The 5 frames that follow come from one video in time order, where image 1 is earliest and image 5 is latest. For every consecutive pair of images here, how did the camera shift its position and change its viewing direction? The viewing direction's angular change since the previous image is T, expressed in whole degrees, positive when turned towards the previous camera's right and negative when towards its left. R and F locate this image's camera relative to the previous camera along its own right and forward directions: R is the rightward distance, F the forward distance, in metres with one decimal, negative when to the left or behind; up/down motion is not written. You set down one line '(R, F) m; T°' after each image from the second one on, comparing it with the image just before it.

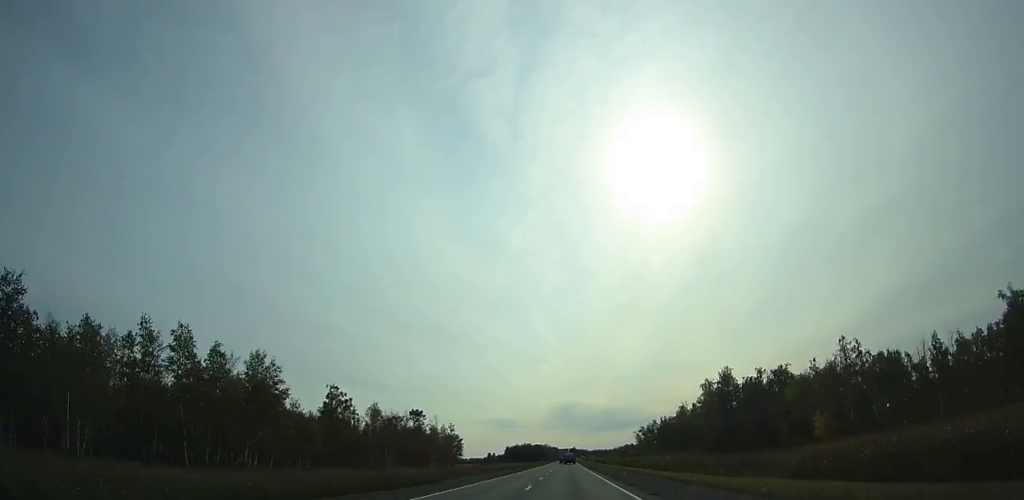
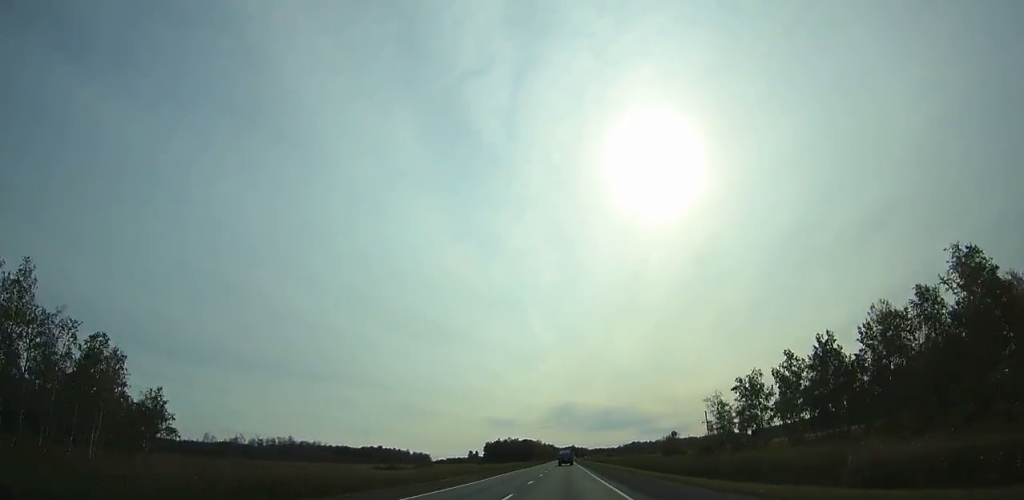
(0.0, +127.4) m; 0°
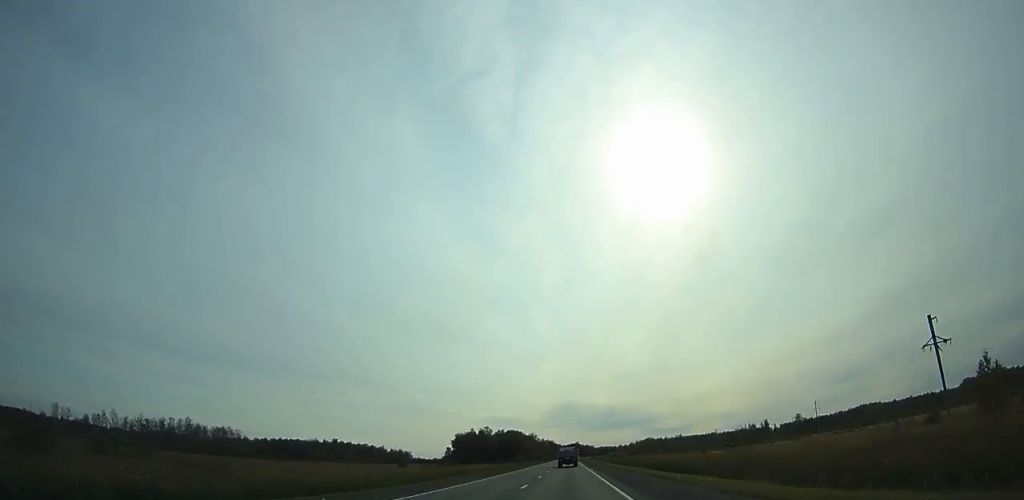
(-0.2, +124.9) m; 0°
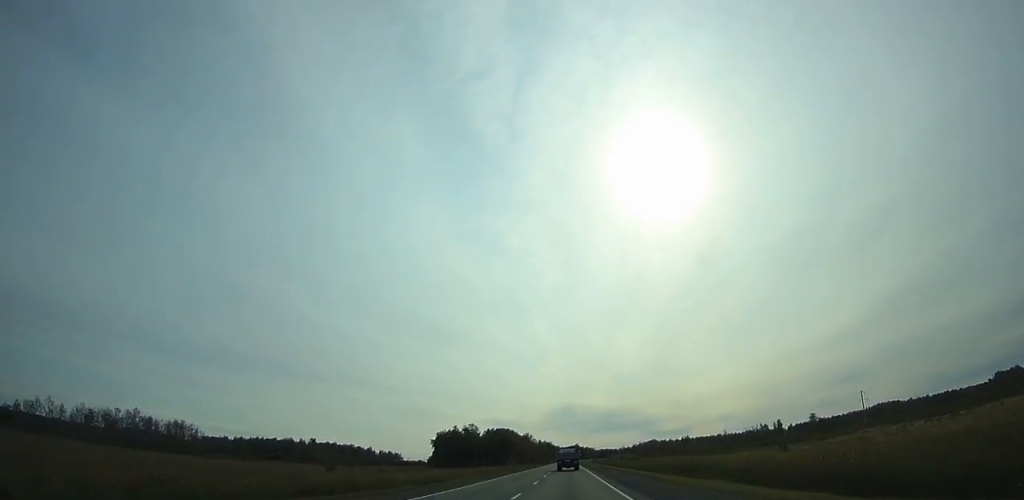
(0.0, +41.6) m; 0°
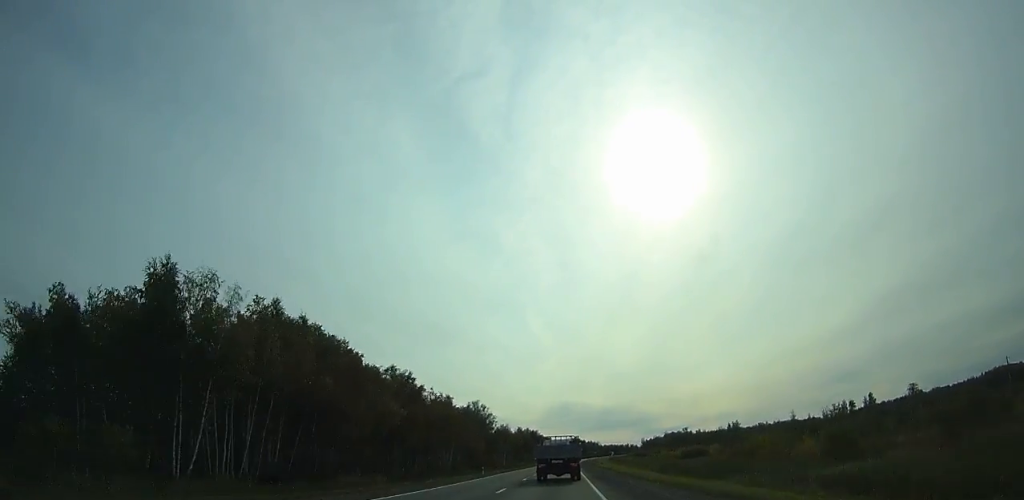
(+0.4, +184.6) m; 0°
